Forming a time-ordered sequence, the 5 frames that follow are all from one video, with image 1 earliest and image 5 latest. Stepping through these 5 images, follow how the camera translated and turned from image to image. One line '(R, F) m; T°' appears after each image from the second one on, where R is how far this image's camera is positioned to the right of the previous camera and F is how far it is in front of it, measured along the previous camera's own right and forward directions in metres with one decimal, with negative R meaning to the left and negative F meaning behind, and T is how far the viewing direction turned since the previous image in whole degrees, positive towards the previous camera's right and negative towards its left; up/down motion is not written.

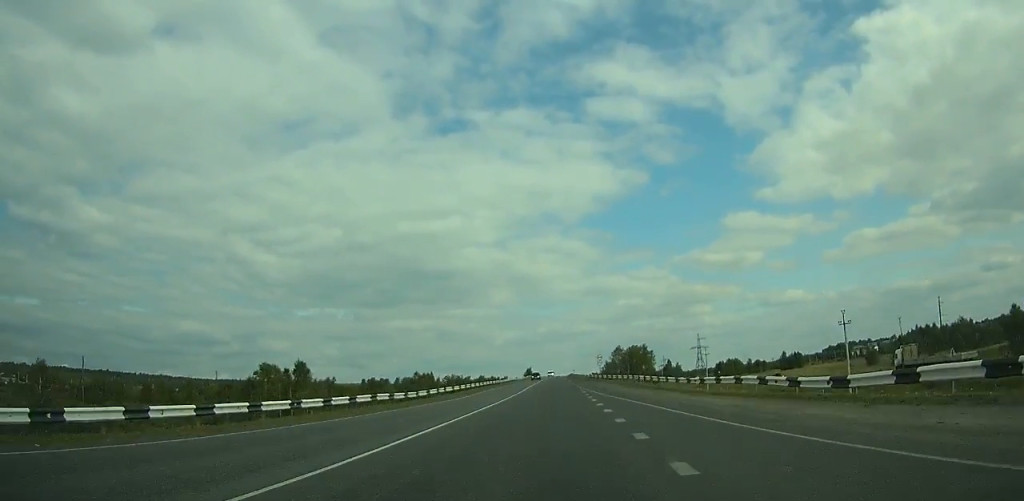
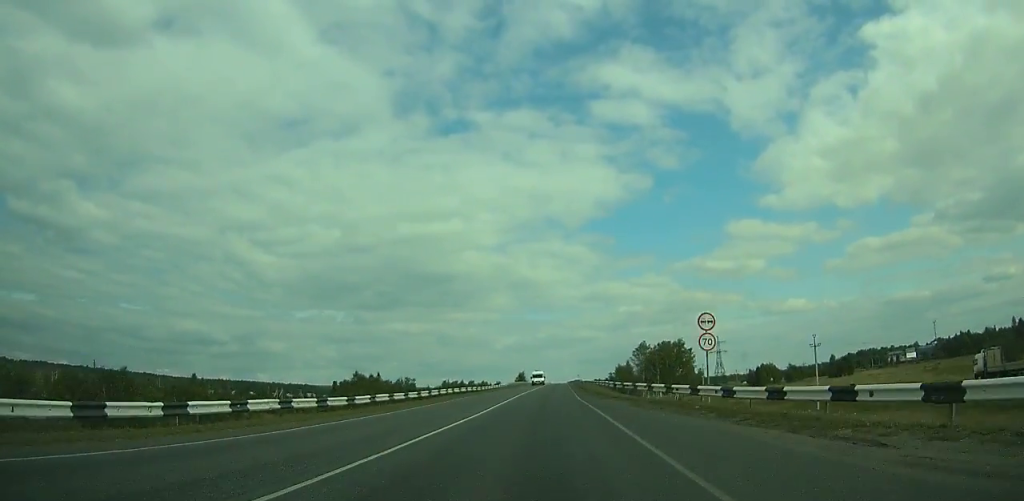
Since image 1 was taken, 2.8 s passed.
(0.0, +56.3) m; 0°
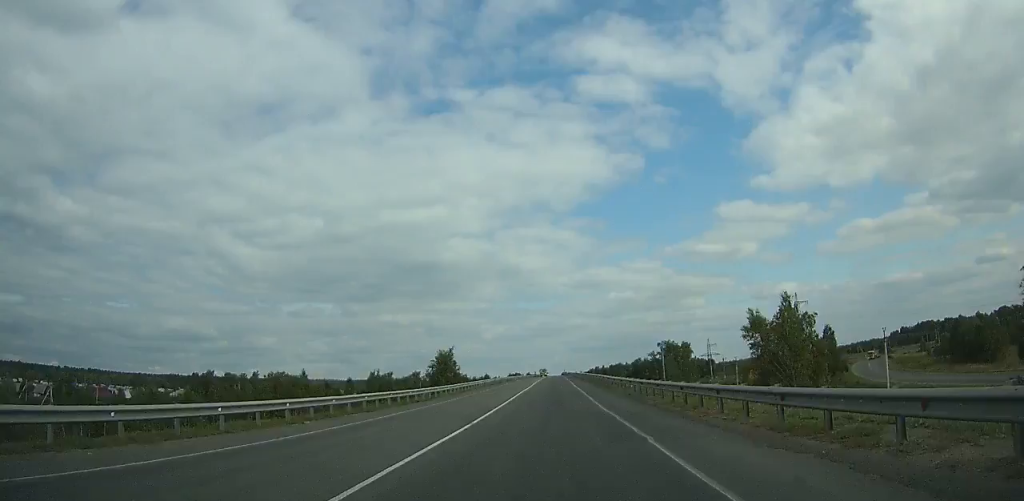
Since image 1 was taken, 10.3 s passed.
(+0.5, +154.0) m; 0°
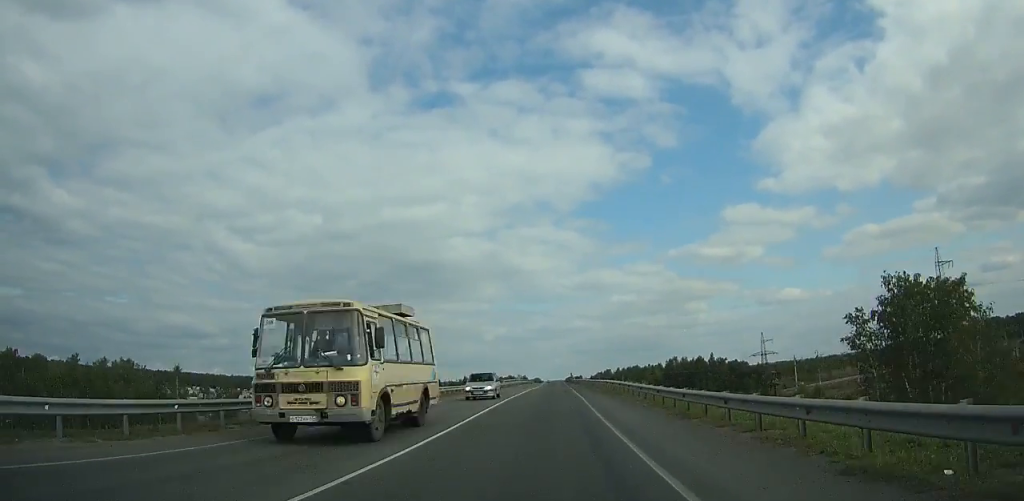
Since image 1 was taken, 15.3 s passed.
(-0.1, +103.8) m; 0°
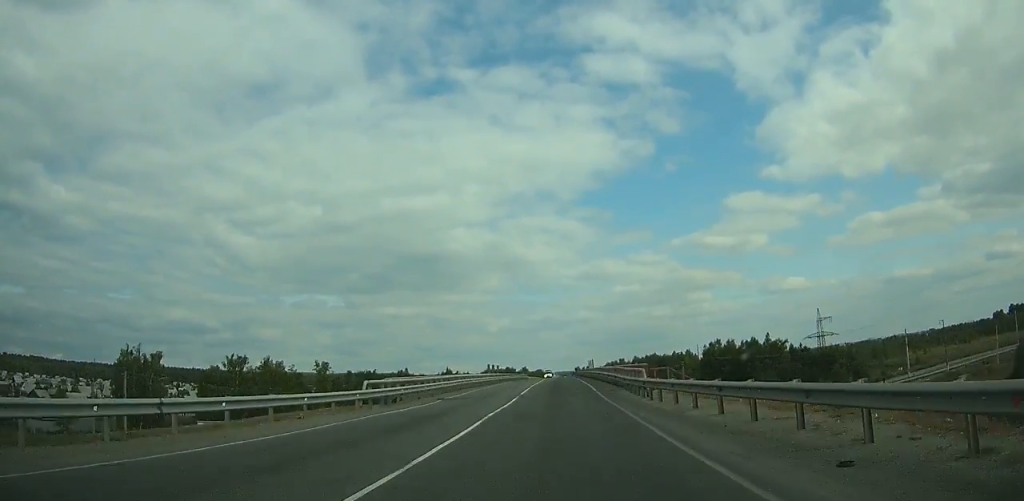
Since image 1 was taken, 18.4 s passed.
(-0.1, +63.5) m; 0°
